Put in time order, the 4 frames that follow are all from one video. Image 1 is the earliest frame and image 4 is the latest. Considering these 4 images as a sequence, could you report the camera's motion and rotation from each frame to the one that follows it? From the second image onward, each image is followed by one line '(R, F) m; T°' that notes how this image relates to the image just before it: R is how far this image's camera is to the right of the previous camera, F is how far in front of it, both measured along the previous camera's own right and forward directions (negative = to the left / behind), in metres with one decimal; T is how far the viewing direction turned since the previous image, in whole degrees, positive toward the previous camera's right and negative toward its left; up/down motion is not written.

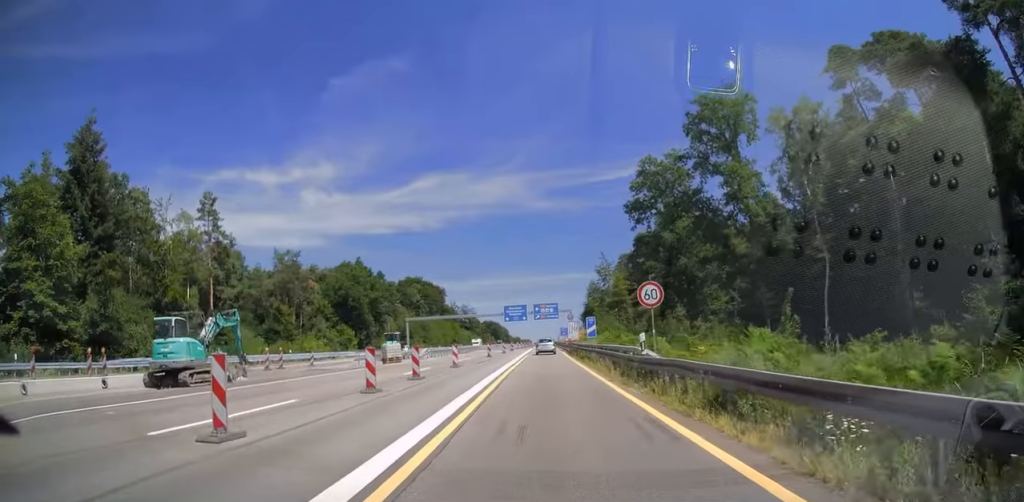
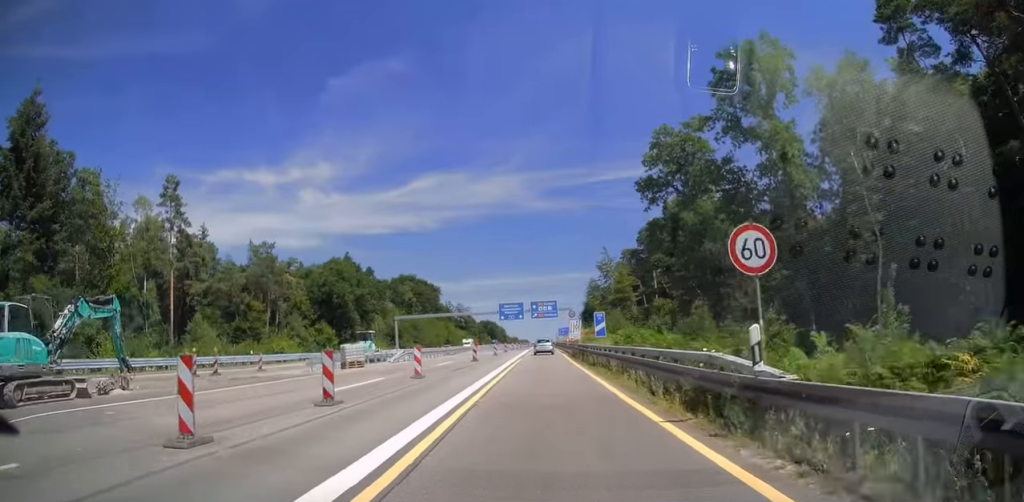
(-0.1, +8.9) m; 0°
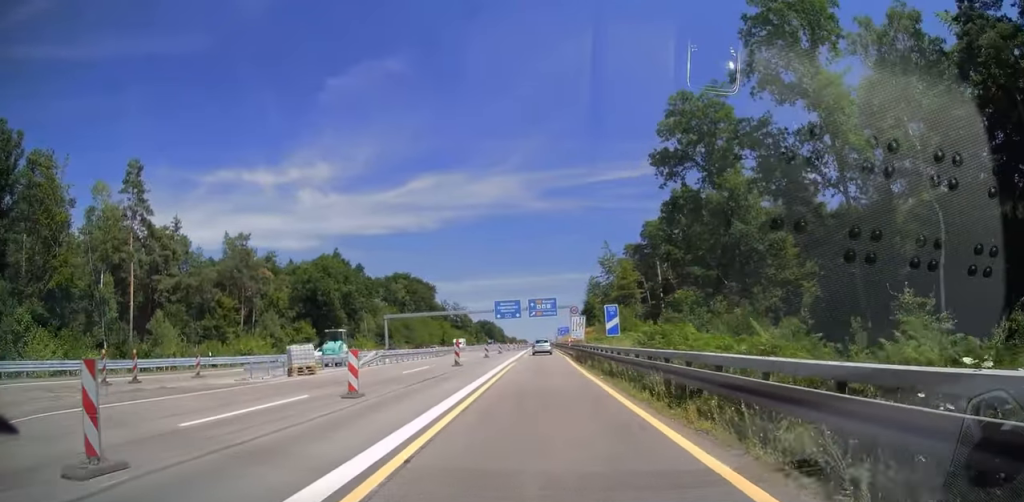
(-0.1, +7.7) m; 0°
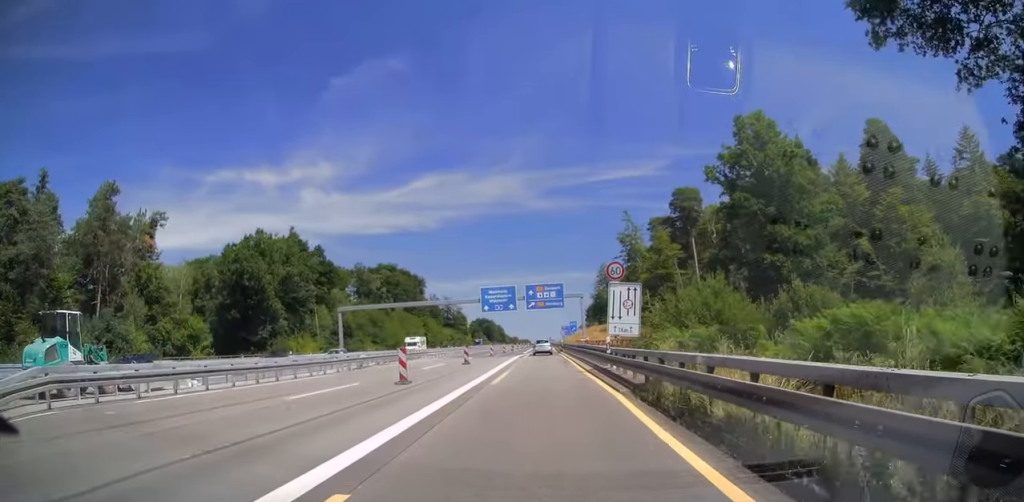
(+0.1, +30.3) m; 0°
